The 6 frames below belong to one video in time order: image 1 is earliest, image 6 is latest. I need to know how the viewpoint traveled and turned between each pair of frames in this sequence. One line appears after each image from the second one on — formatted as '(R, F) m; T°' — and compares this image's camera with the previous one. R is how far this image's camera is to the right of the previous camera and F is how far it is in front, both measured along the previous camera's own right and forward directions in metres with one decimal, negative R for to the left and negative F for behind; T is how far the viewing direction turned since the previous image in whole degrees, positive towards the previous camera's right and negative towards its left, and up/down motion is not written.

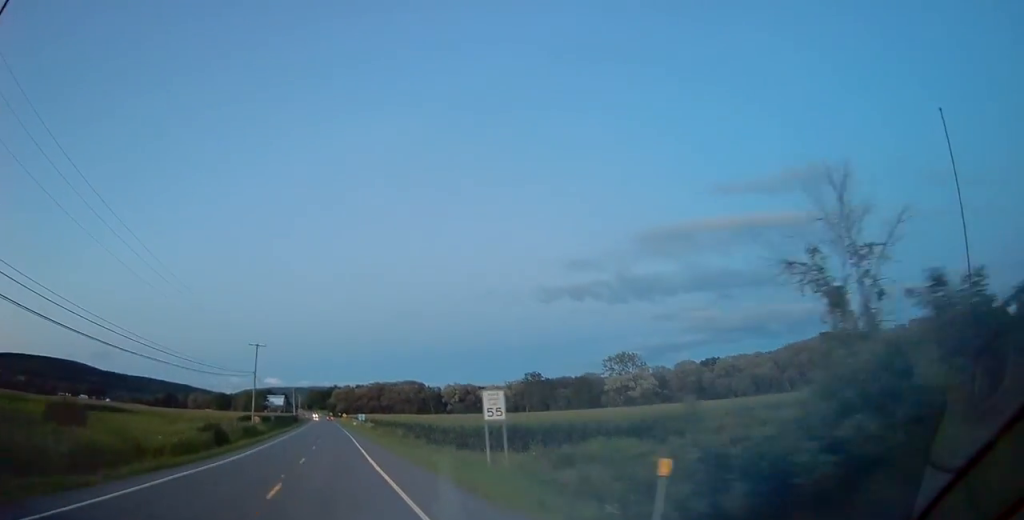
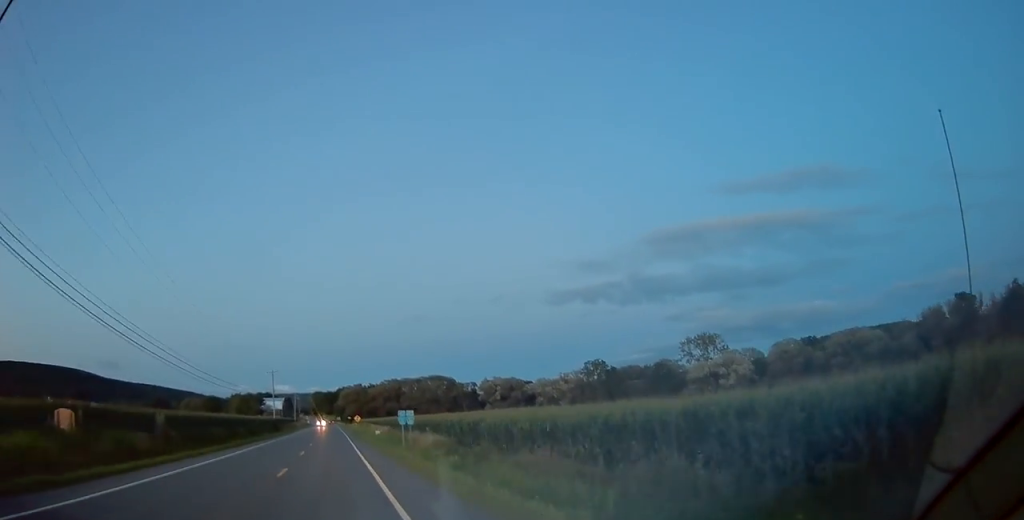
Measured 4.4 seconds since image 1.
(-0.8, +71.7) m; -1°
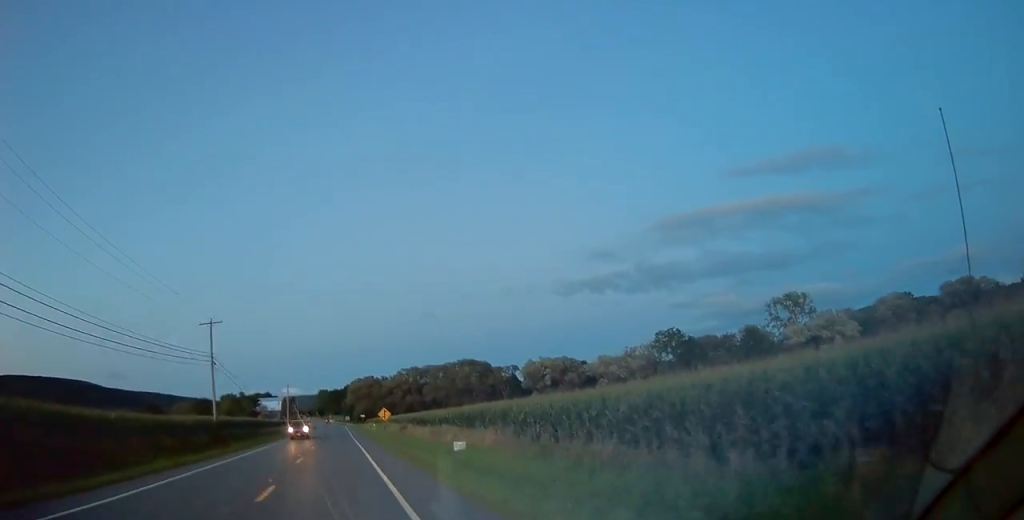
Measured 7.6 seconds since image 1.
(-0.1, +54.5) m; 0°
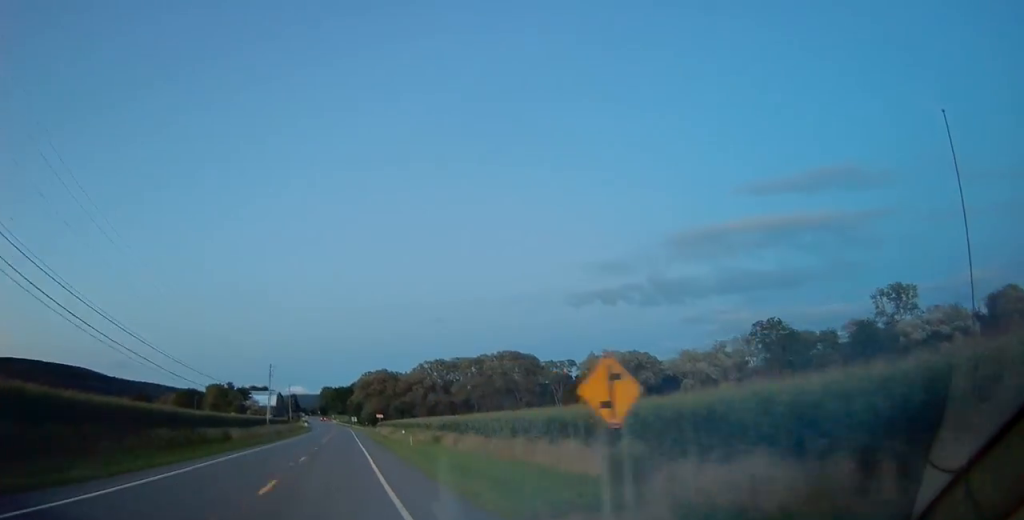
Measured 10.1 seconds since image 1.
(-0.2, +43.6) m; 0°
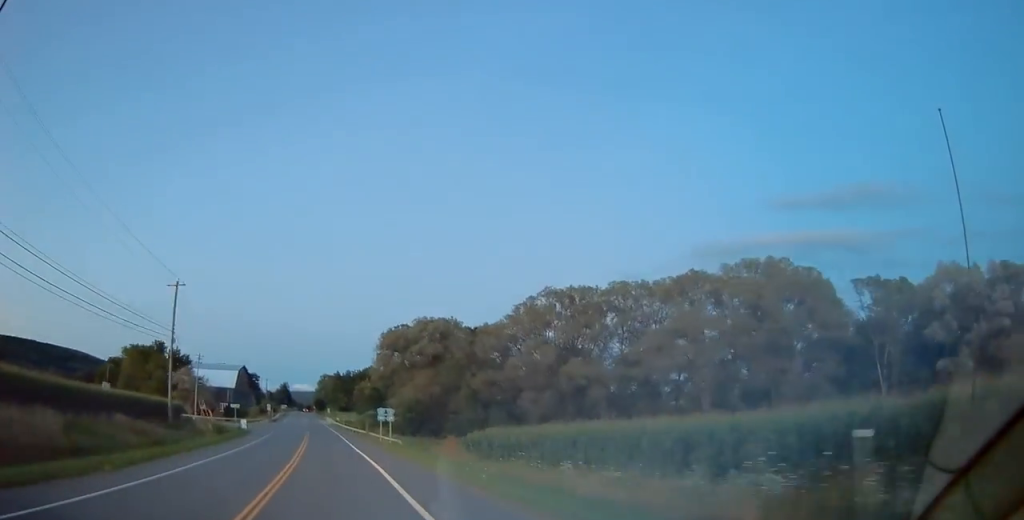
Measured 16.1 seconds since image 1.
(-0.9, +99.6) m; -4°
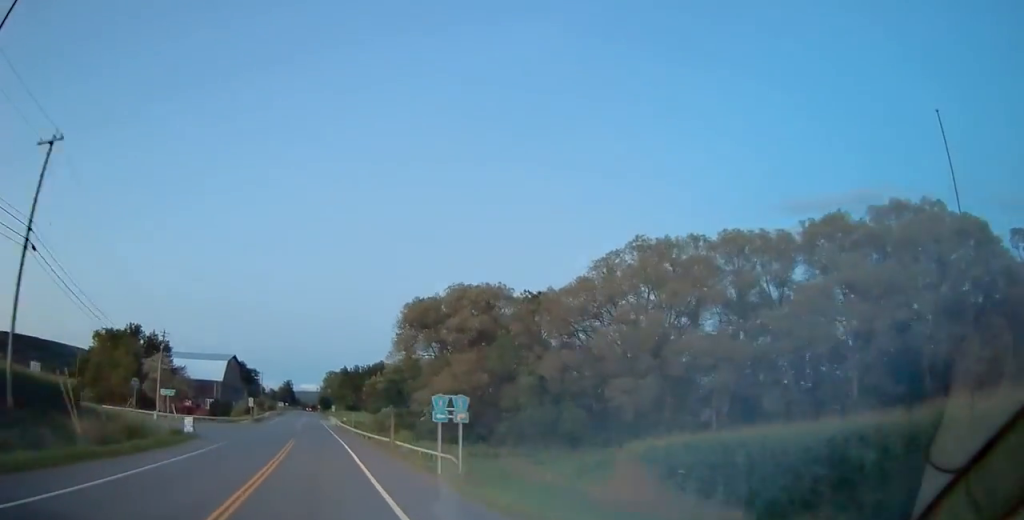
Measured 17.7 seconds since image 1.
(-1.0, +23.9) m; -8°
